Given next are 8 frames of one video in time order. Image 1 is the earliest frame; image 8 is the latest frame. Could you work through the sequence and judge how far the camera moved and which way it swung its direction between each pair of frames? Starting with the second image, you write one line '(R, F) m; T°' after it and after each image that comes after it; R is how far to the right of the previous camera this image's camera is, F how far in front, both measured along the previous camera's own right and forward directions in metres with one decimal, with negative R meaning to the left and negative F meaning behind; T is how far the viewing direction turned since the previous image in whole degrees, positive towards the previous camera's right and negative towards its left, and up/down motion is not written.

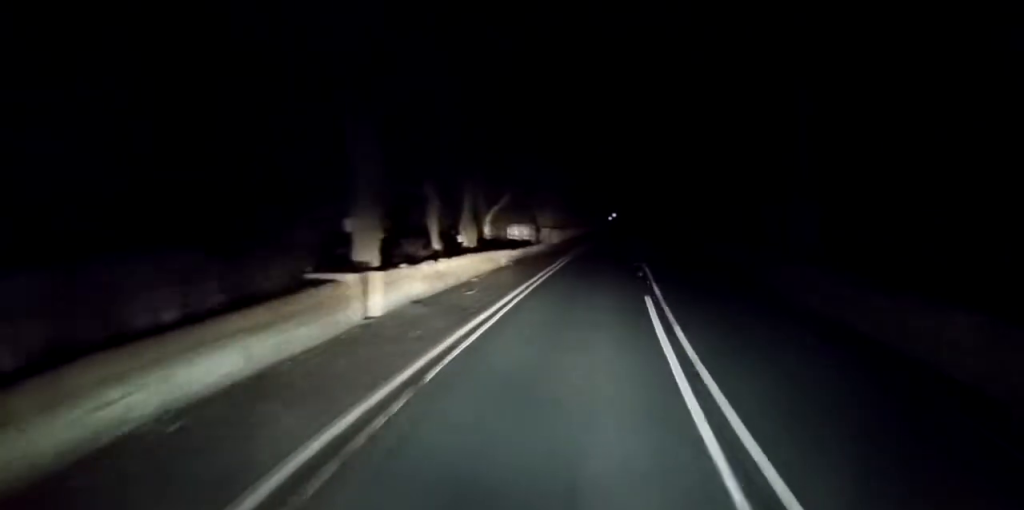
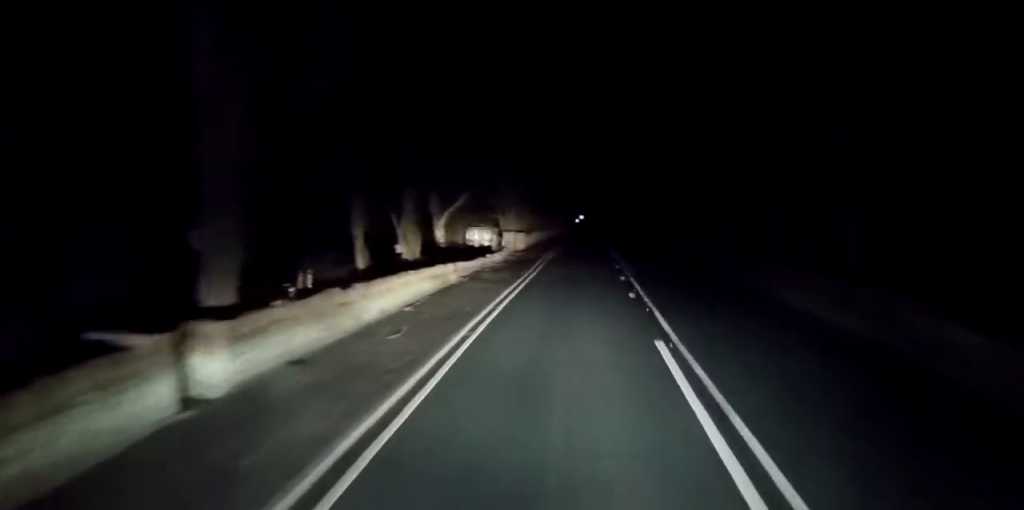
(+0.2, +6.0) m; +1°
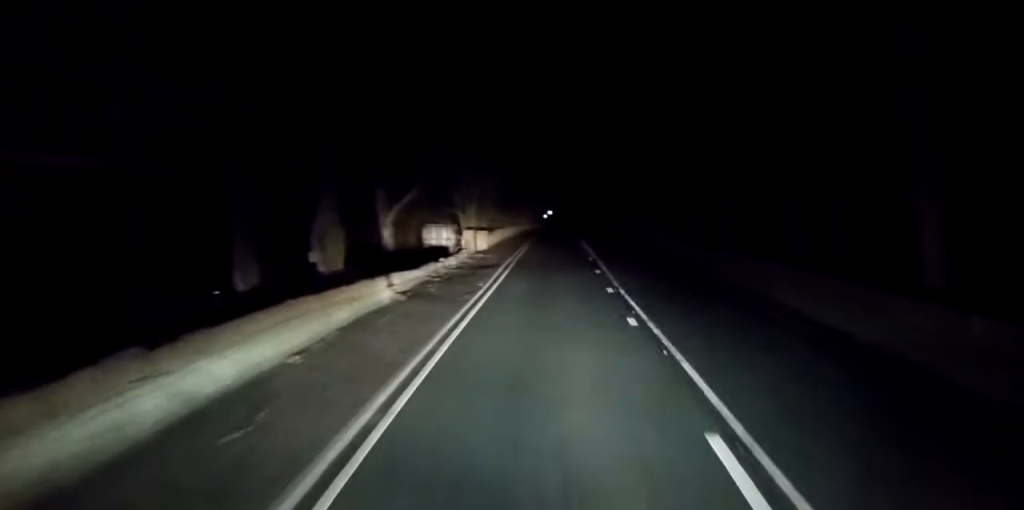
(+0.1, +5.5) m; +1°
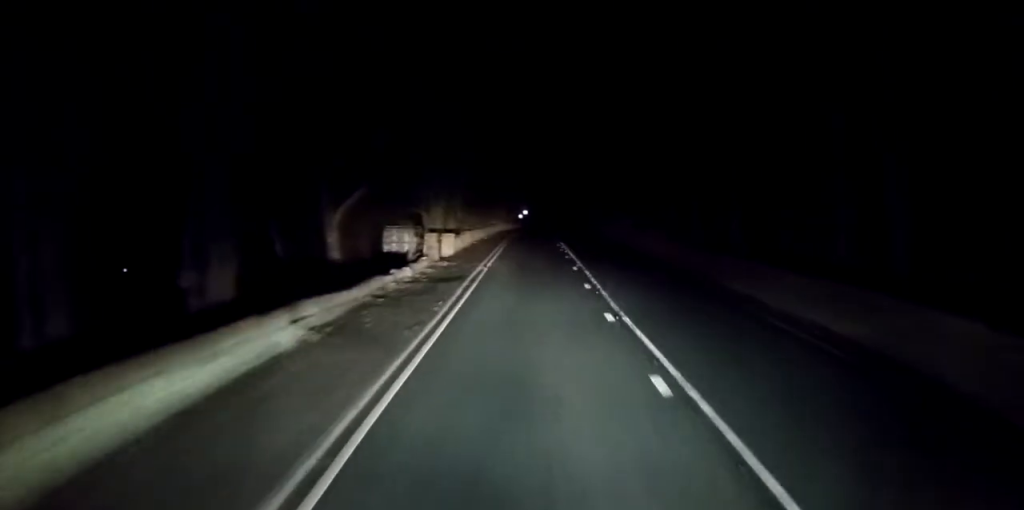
(0.0, +4.9) m; 0°
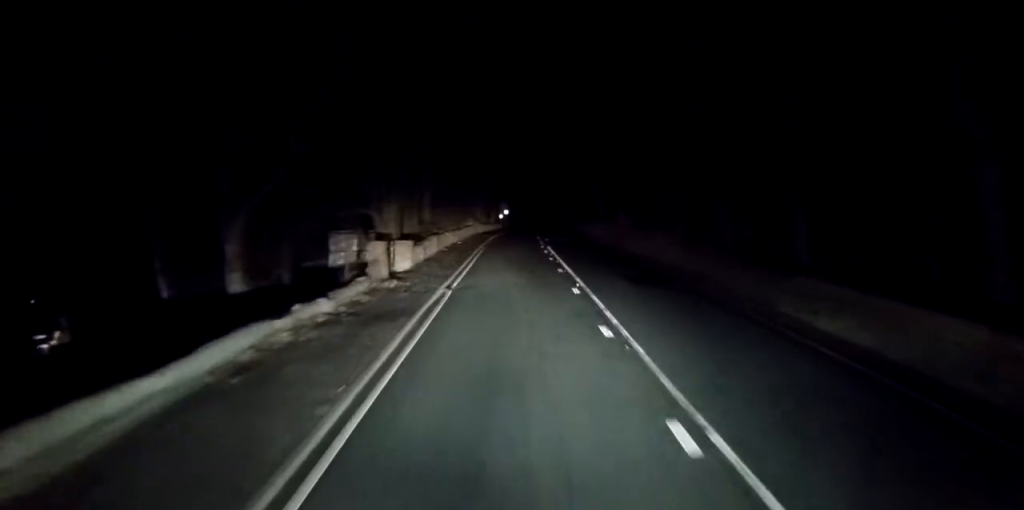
(0.0, +7.5) m; +1°
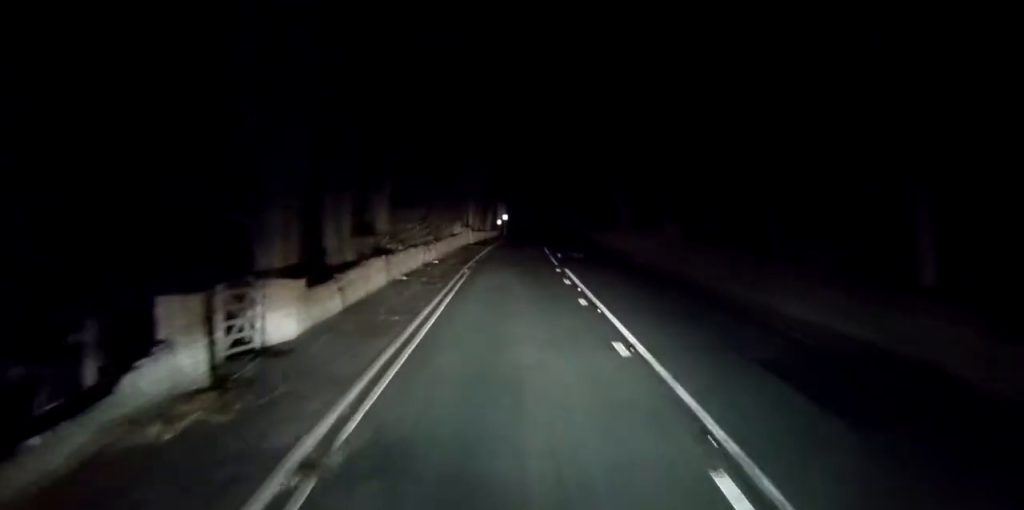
(+0.2, +12.7) m; +2°
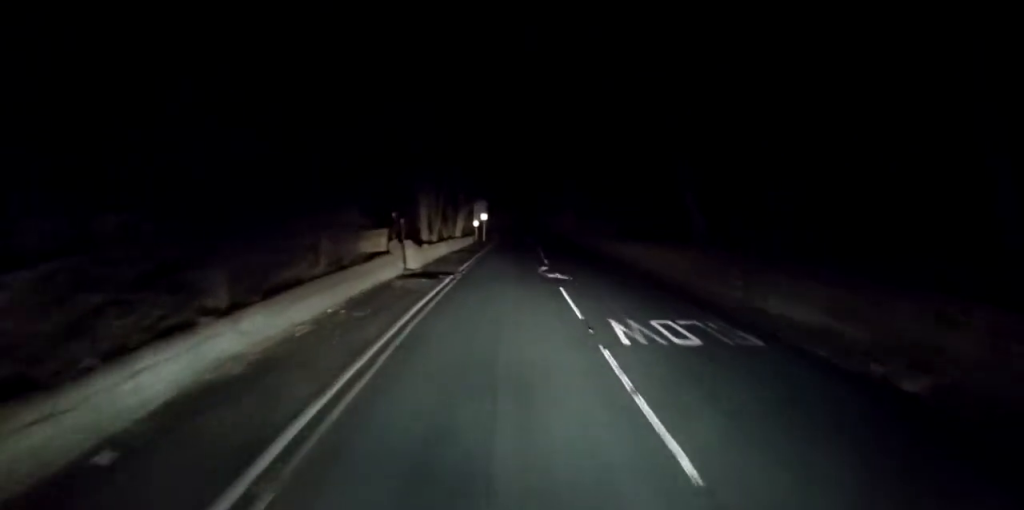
(+0.2, +23.6) m; 0°
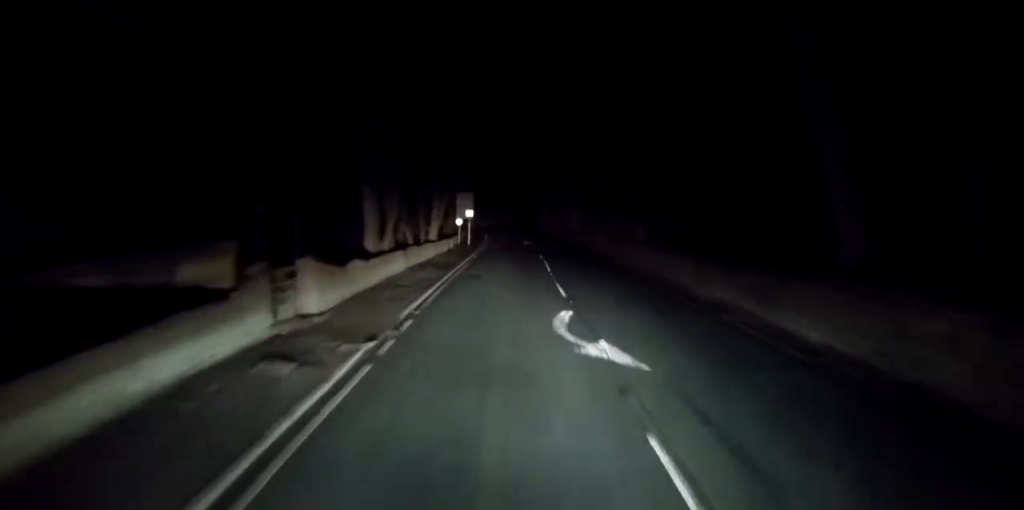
(0.0, +12.8) m; 0°
